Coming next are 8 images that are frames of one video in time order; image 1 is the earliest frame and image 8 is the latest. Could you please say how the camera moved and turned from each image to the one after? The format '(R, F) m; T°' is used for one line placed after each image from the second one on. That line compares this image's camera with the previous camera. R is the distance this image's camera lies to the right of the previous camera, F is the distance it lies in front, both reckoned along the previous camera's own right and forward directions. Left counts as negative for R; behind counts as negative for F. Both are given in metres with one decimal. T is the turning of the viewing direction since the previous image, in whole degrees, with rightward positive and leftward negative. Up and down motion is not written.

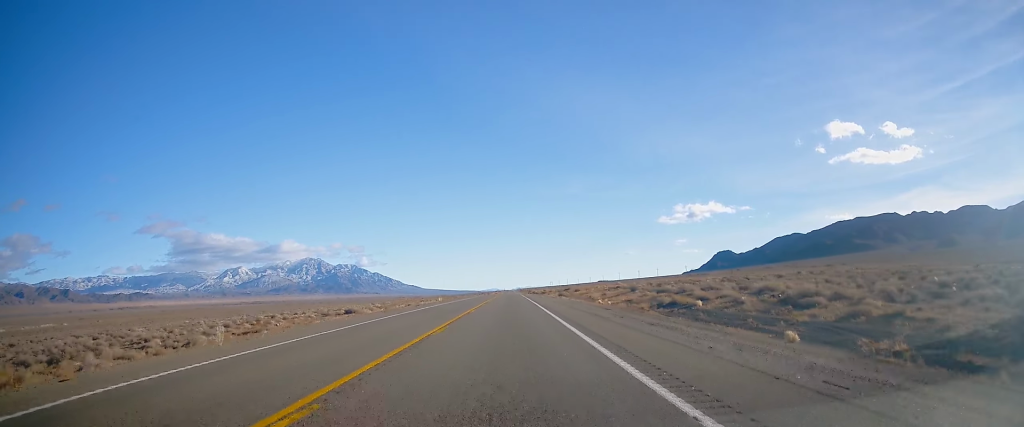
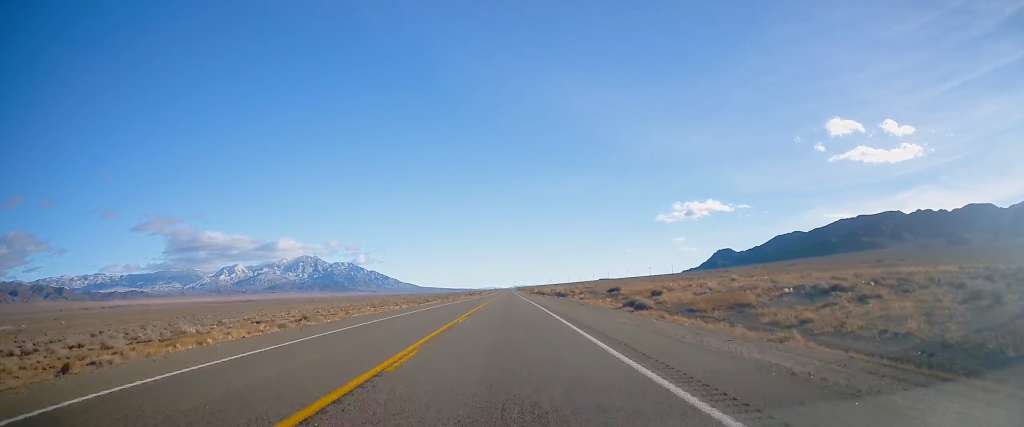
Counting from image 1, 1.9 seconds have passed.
(+0.7, +67.6) m; +1°
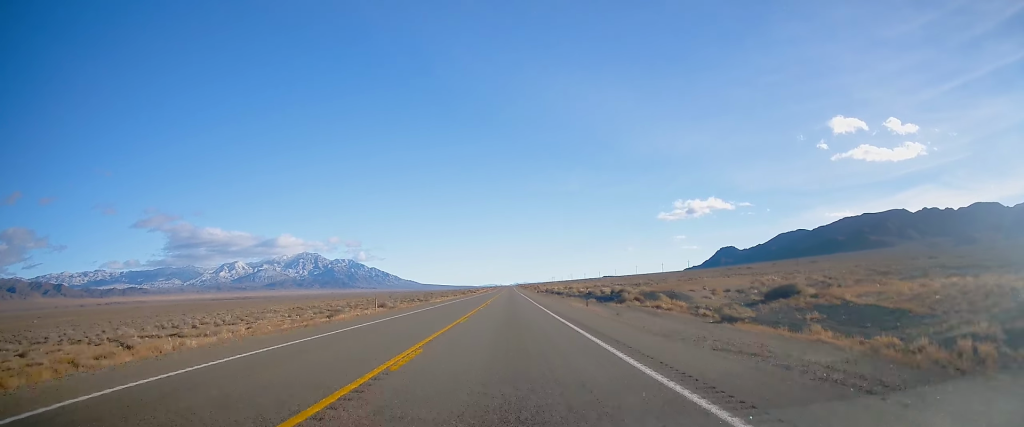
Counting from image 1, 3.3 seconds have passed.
(+0.2, +48.7) m; 0°
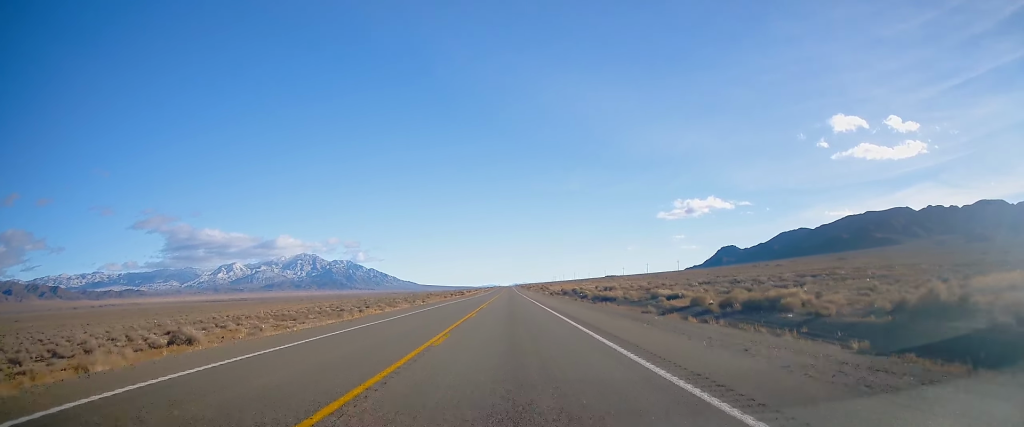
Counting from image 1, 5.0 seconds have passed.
(-0.6, +56.9) m; -1°
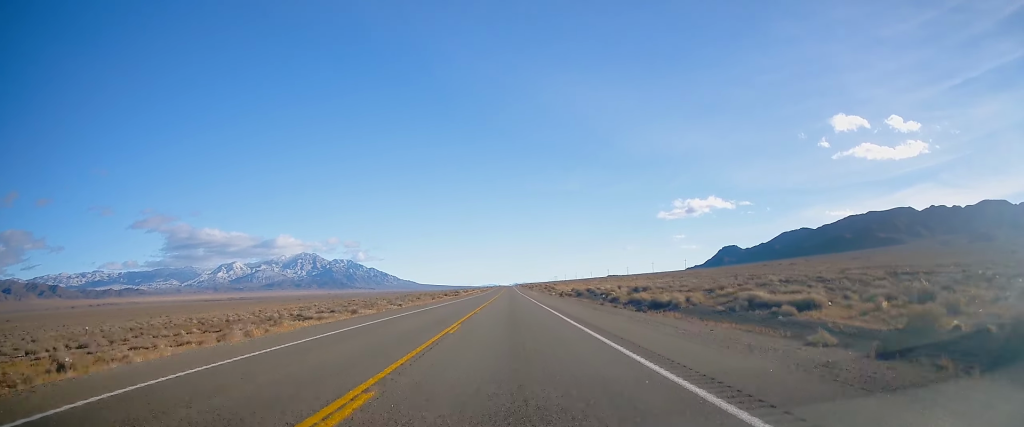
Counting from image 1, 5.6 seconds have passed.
(-0.2, +21.0) m; 0°
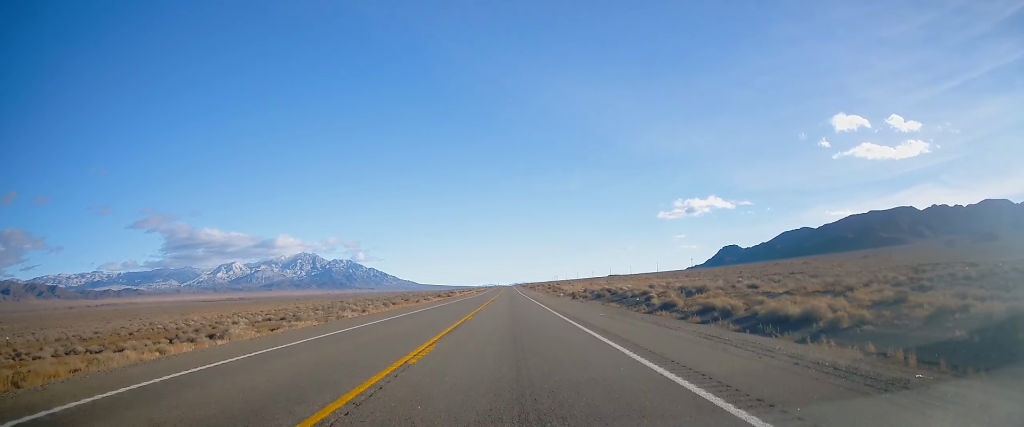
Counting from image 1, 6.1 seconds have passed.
(+0.3, +18.7) m; 0°
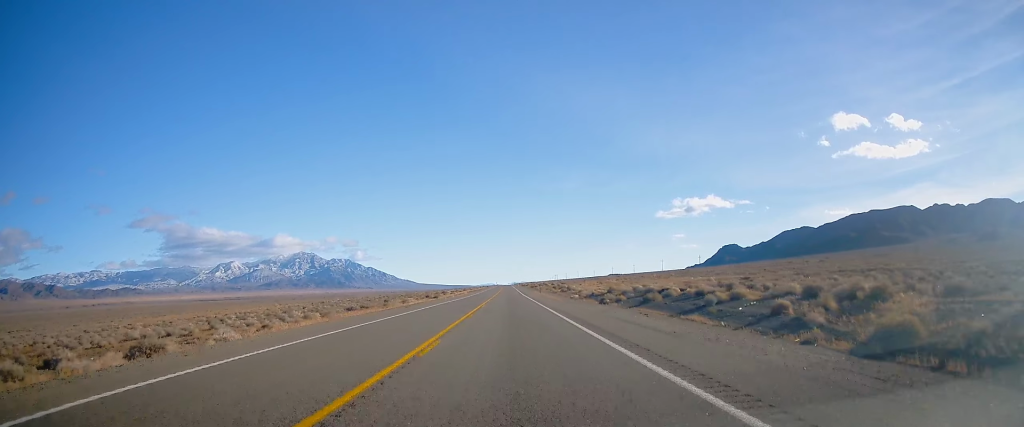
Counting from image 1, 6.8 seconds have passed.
(+0.1, +23.5) m; 0°
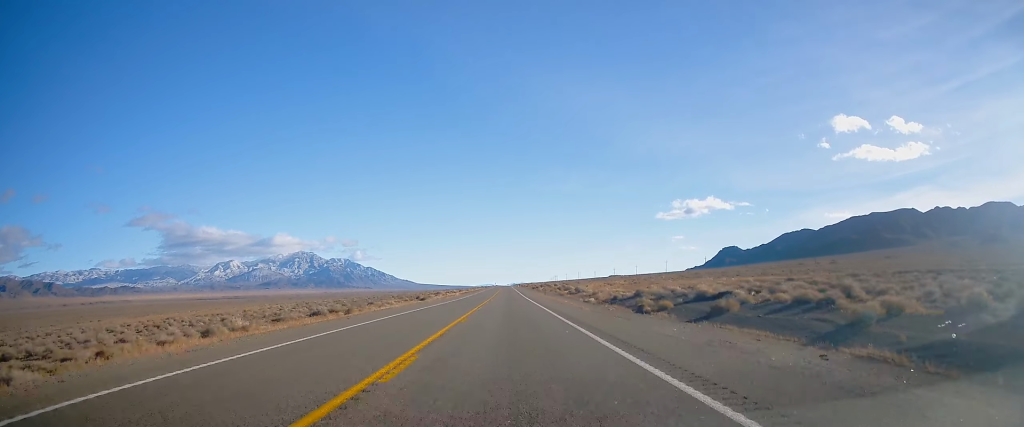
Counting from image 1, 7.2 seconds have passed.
(-0.3, +15.3) m; 0°
